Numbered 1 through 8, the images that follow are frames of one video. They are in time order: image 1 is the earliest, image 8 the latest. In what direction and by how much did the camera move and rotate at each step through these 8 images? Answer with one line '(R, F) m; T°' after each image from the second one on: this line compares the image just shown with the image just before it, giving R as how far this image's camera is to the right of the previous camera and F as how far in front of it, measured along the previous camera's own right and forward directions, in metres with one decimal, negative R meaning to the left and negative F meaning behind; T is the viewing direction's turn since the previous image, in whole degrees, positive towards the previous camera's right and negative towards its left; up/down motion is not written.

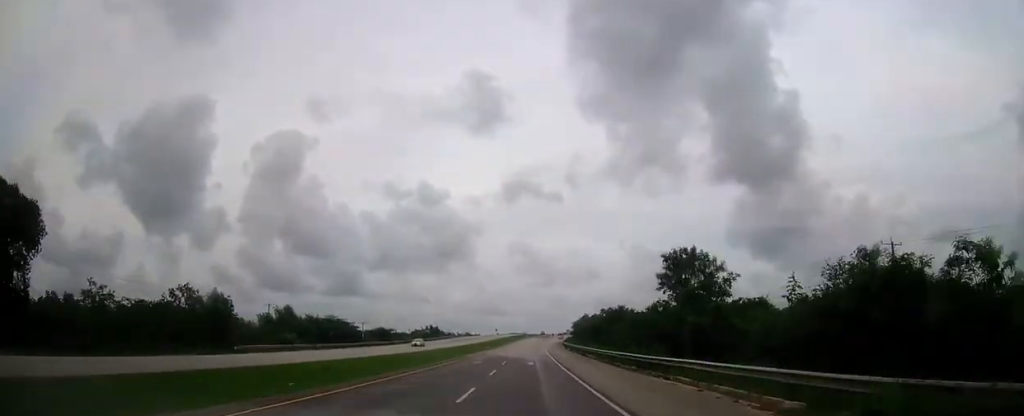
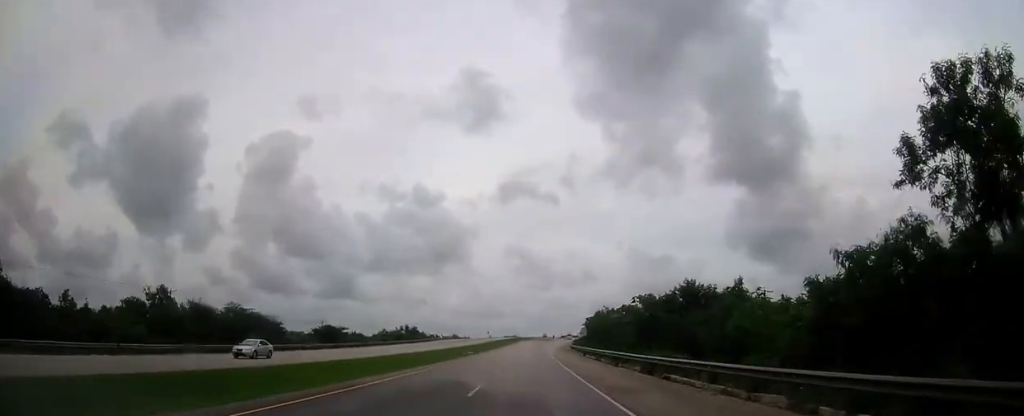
(0.0, +34.2) m; 0°
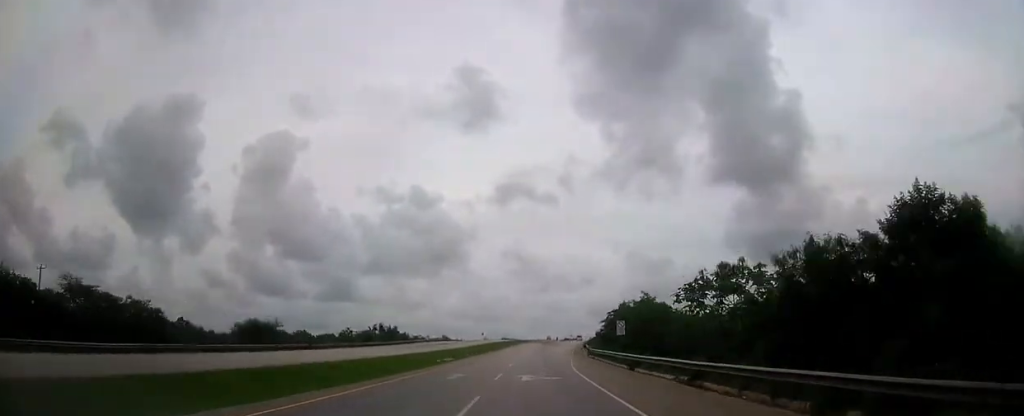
(+0.2, +28.2) m; 0°
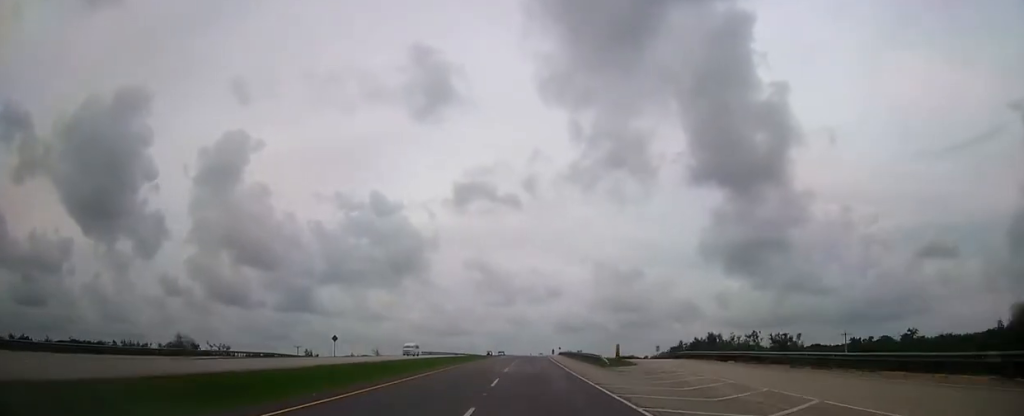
(+4.3, +157.8) m; +3°
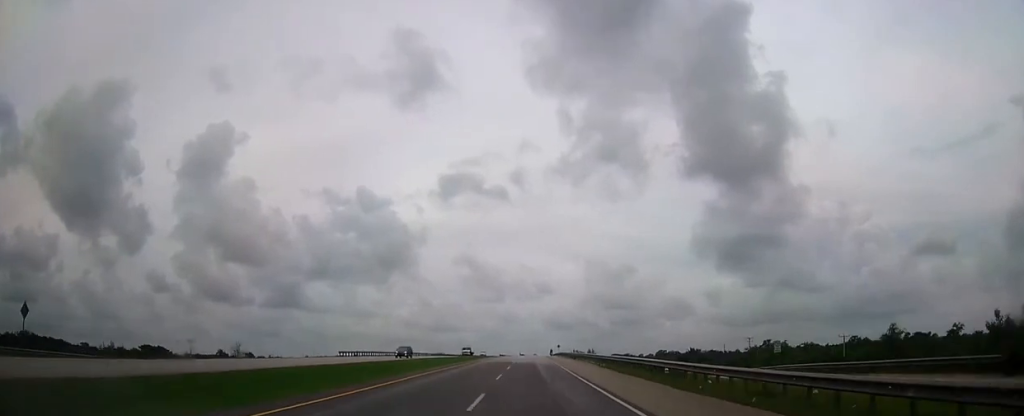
(+0.5, +56.0) m; +1°
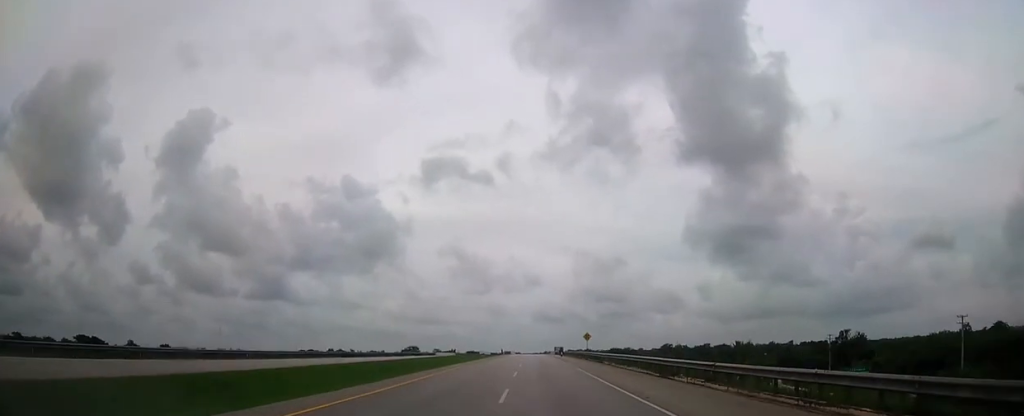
(+0.8, +94.7) m; +1°
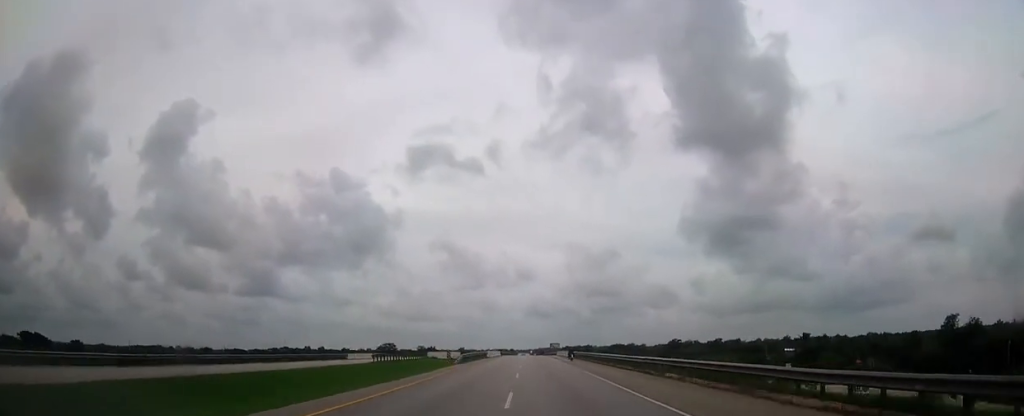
(+0.6, +72.9) m; 0°
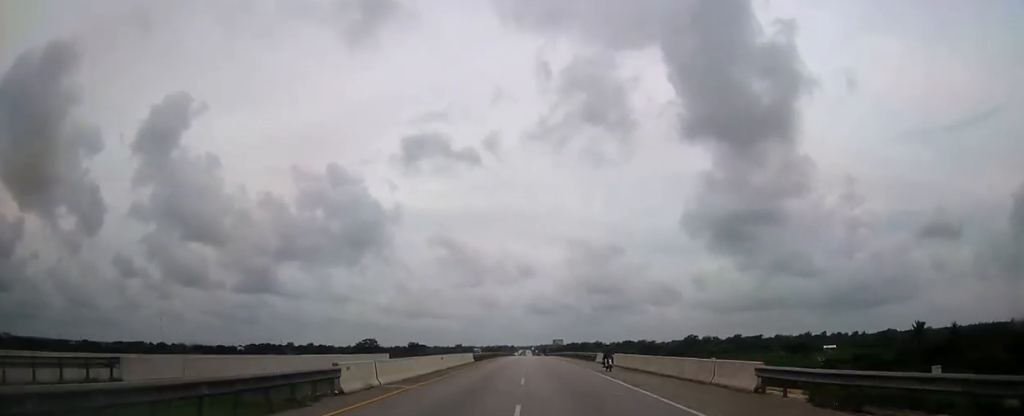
(0.0, +64.5) m; 0°
